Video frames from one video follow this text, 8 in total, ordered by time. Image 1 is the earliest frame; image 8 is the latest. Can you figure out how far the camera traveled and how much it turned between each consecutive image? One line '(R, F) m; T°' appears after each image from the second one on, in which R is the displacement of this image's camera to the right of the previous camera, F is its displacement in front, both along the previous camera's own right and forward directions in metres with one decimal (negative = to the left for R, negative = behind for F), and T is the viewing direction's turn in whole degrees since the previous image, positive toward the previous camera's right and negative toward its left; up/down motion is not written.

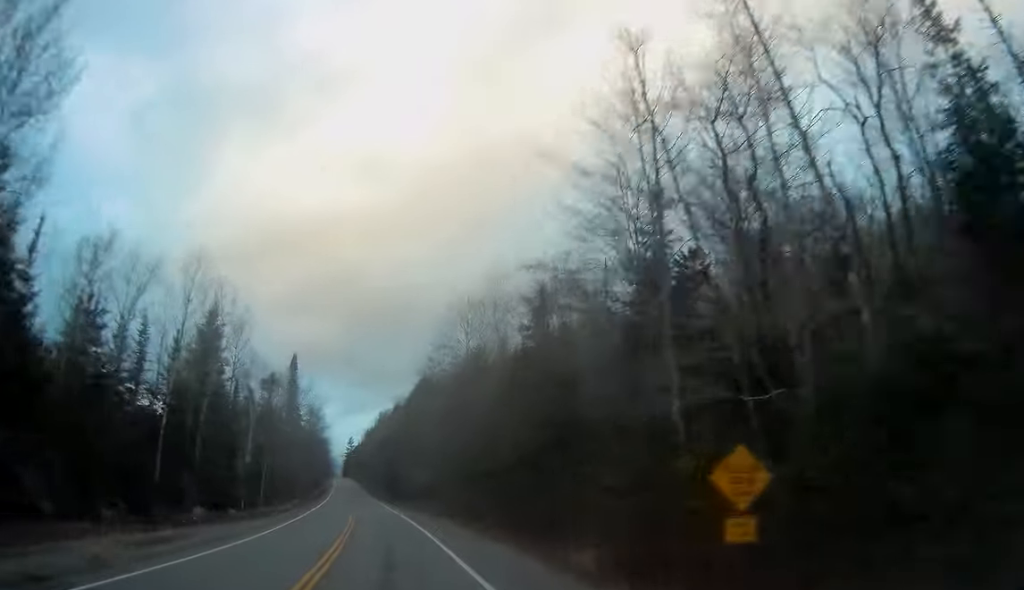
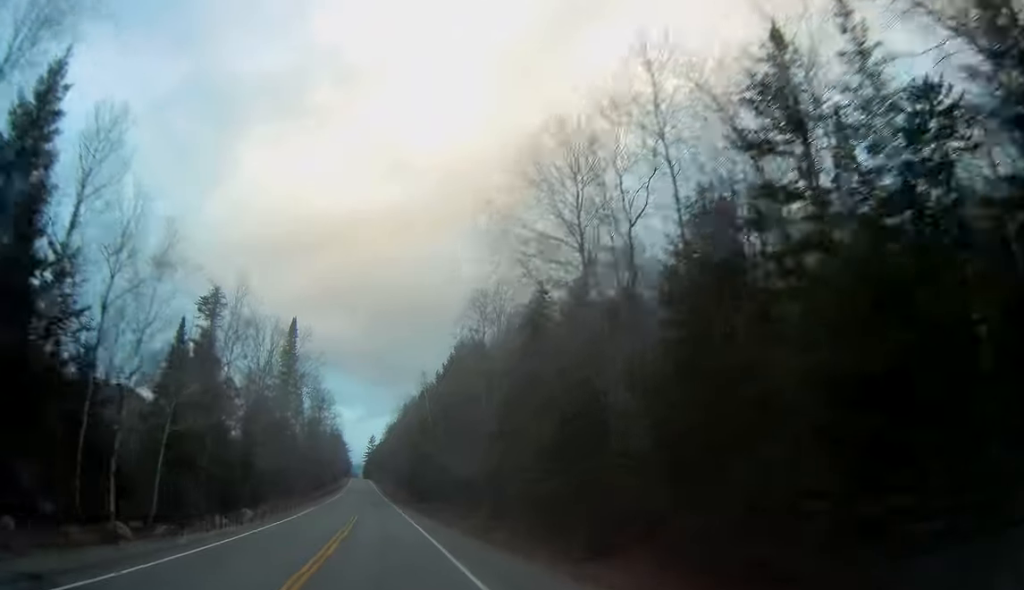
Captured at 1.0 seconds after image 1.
(-0.8, +26.9) m; -3°
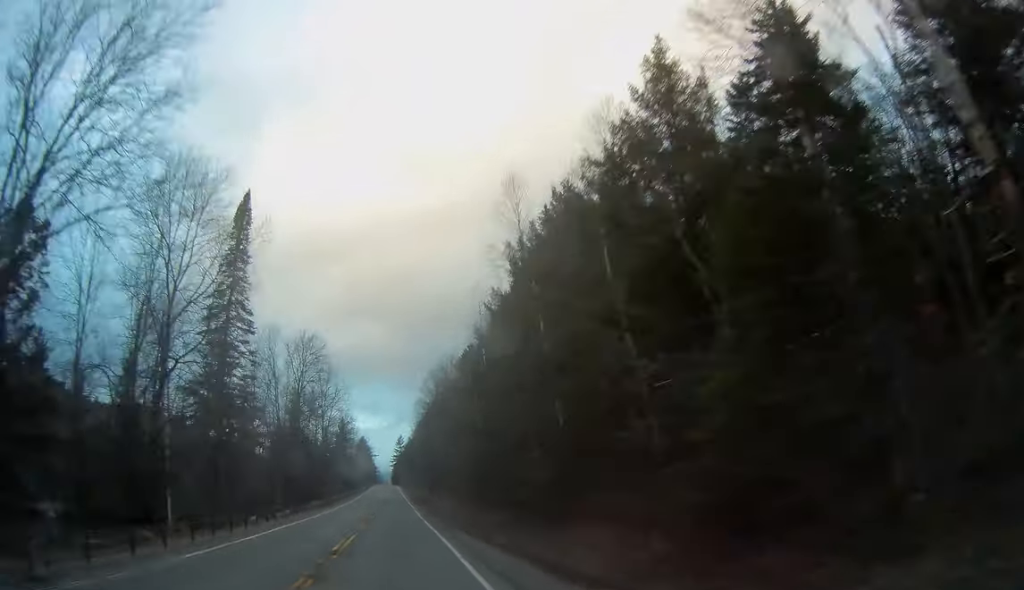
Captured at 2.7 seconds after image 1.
(-0.7, +45.5) m; -2°
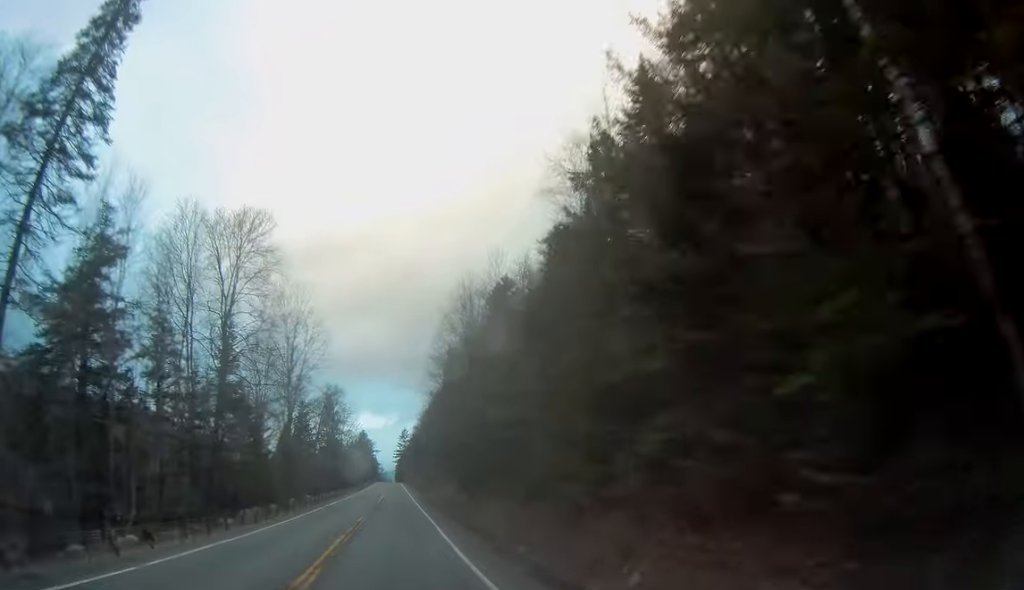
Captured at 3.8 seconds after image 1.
(-0.4, +30.5) m; -1°
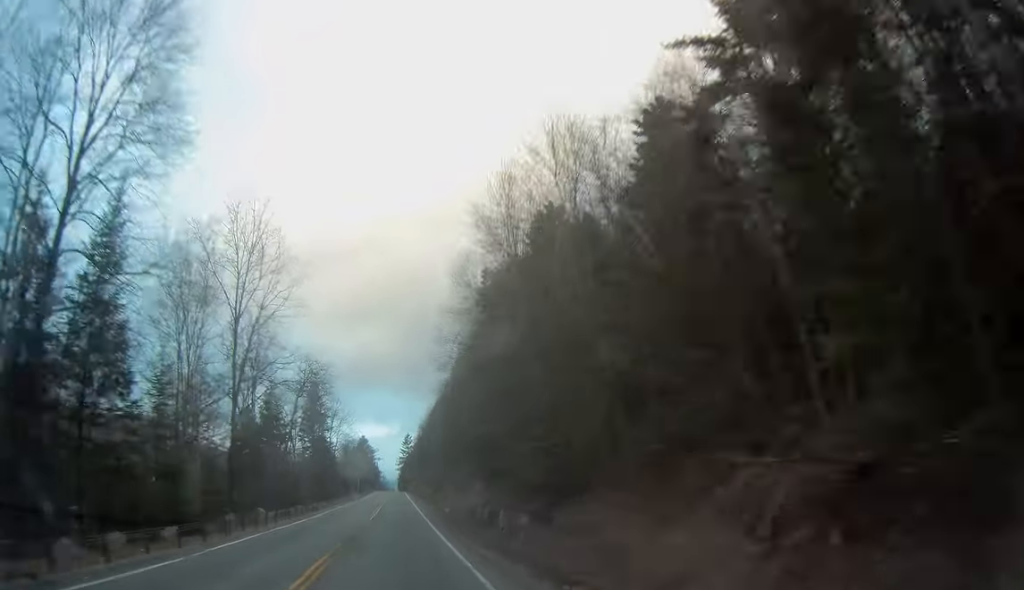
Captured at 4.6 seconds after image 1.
(-0.4, +20.7) m; 0°
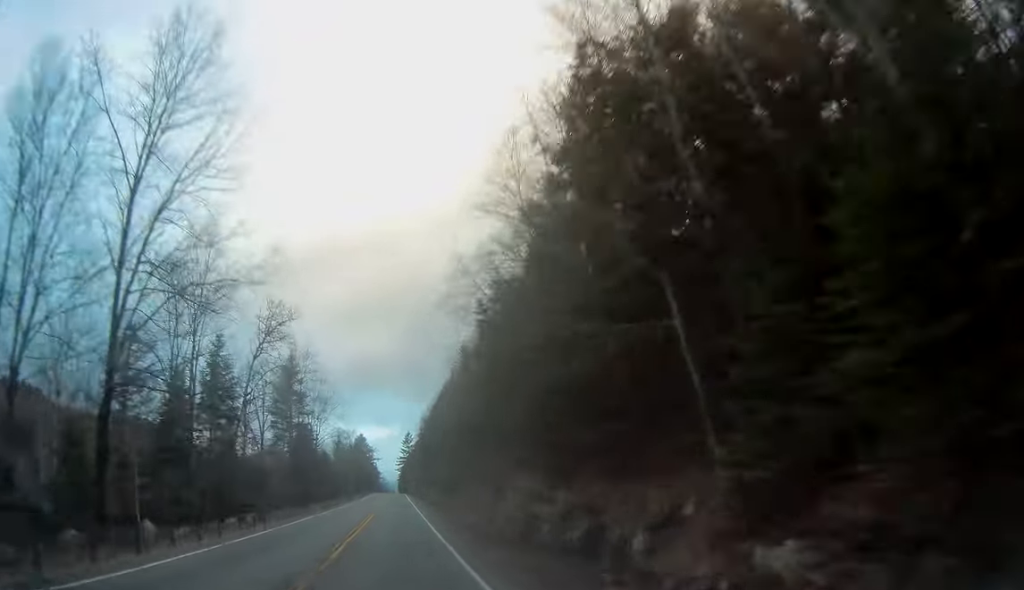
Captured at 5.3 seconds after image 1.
(+0.3, +17.9) m; 0°
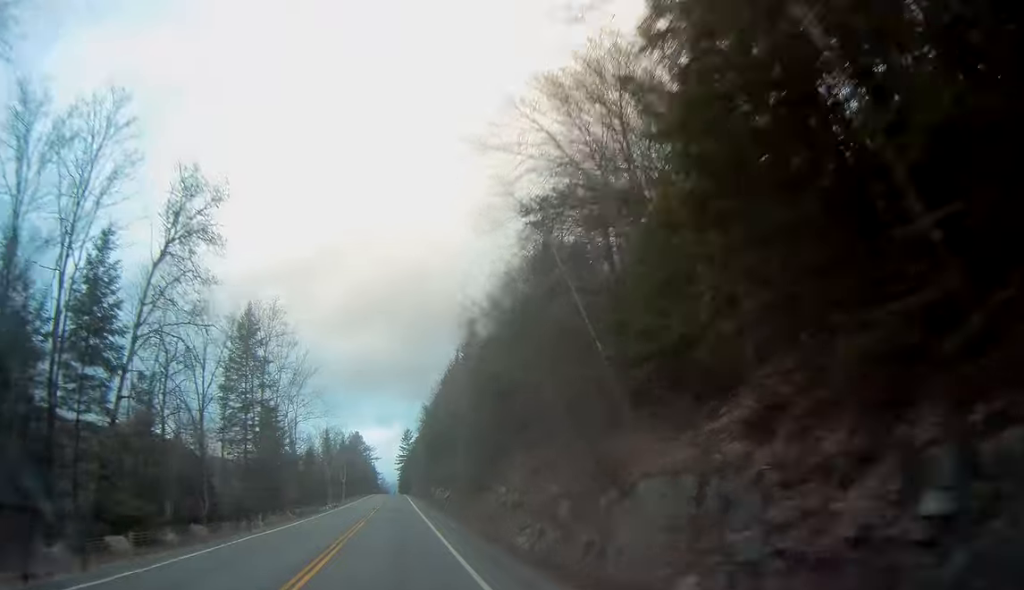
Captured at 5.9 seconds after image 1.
(+0.1, +17.9) m; 0°
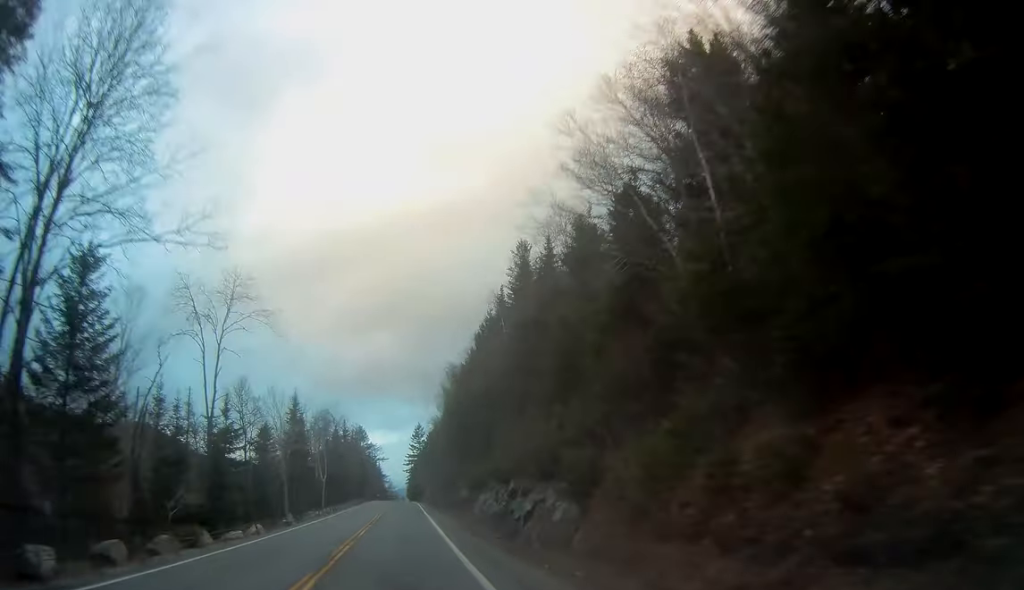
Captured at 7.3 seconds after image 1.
(-0.3, +36.5) m; 0°
